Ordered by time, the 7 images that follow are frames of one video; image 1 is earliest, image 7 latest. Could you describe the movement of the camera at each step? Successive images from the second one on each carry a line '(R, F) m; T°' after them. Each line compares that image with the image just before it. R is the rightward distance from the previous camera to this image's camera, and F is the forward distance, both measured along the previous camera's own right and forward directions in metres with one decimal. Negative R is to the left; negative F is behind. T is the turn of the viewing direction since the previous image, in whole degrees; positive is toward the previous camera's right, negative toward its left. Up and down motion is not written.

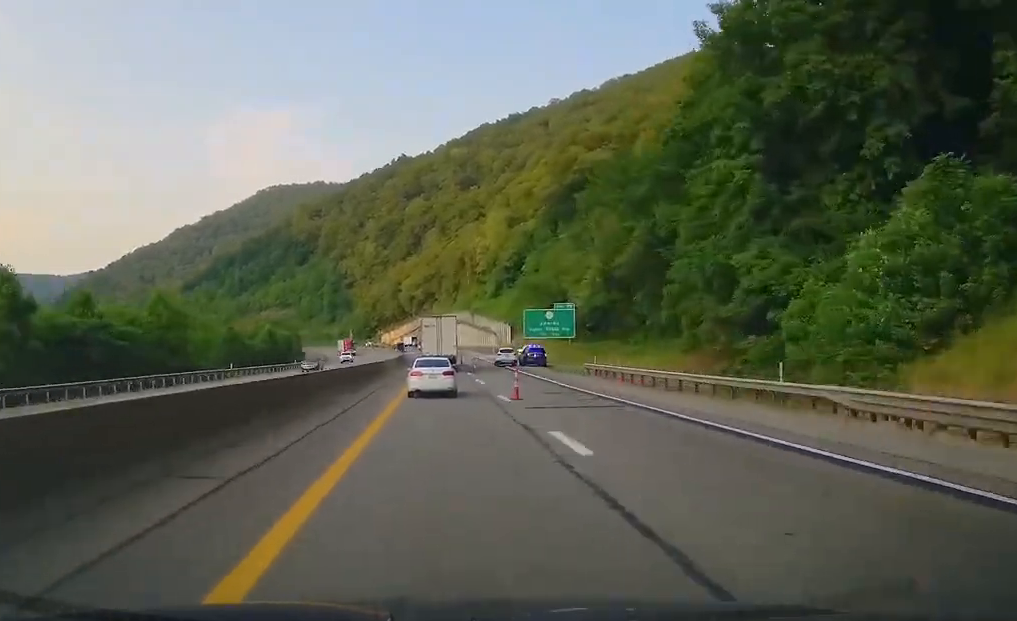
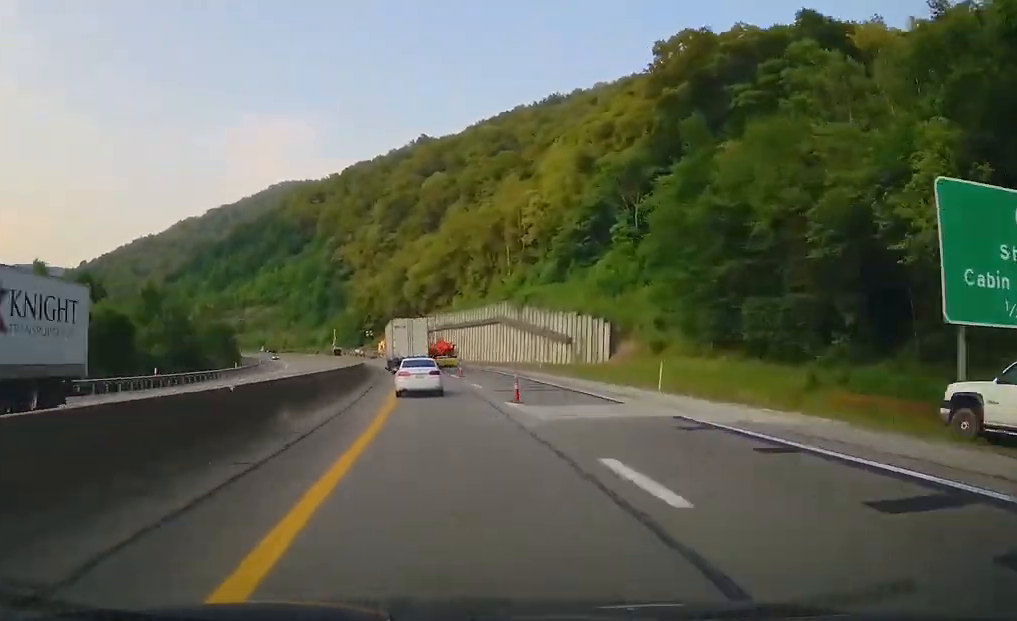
(+0.2, +79.4) m; -4°
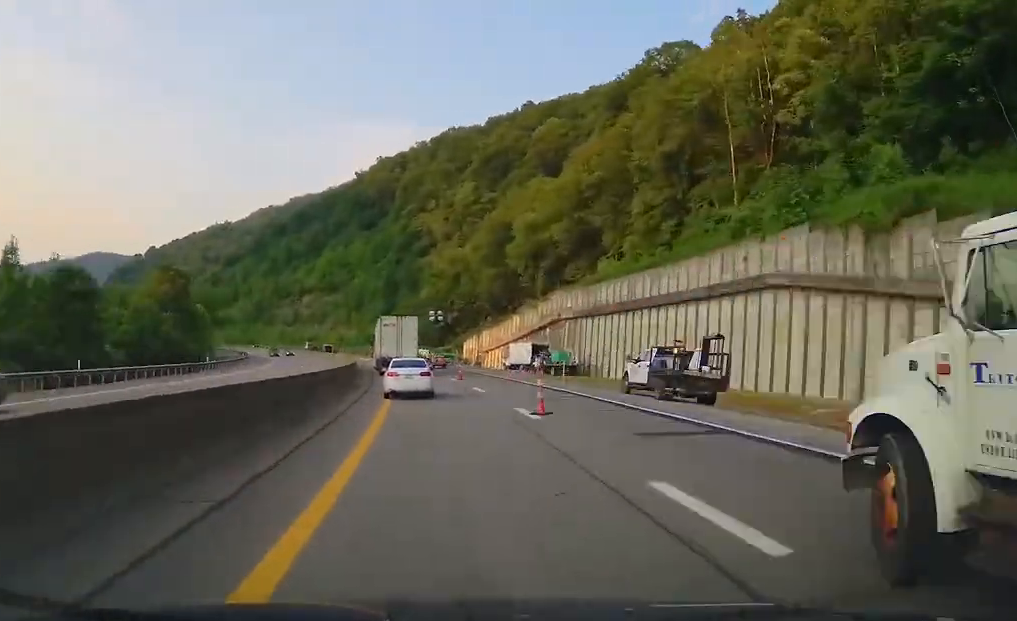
(-5.1, +76.7) m; -8°
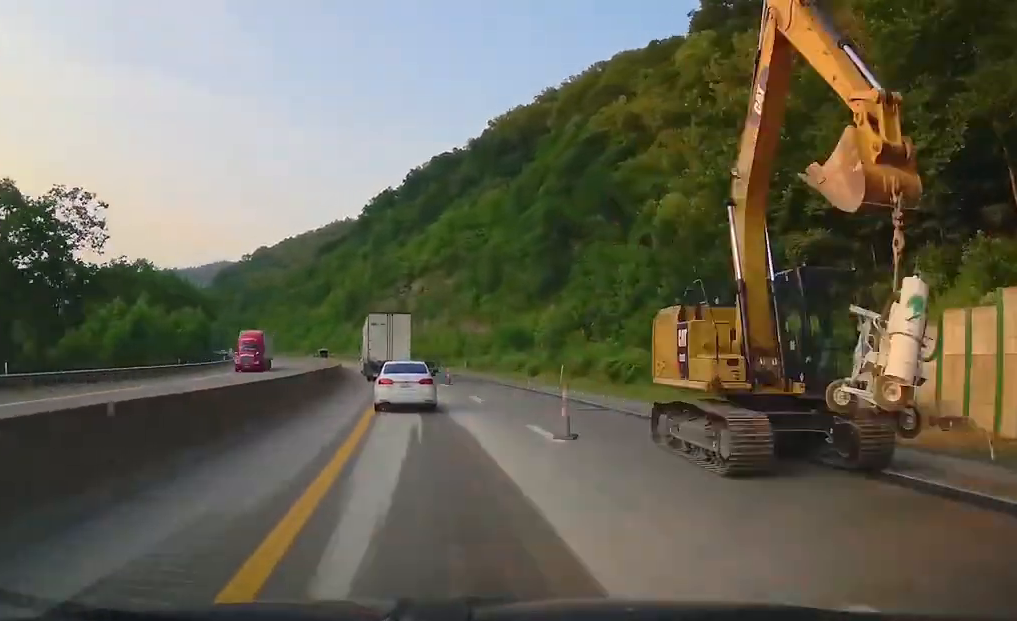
(-10.4, +101.2) m; -15°
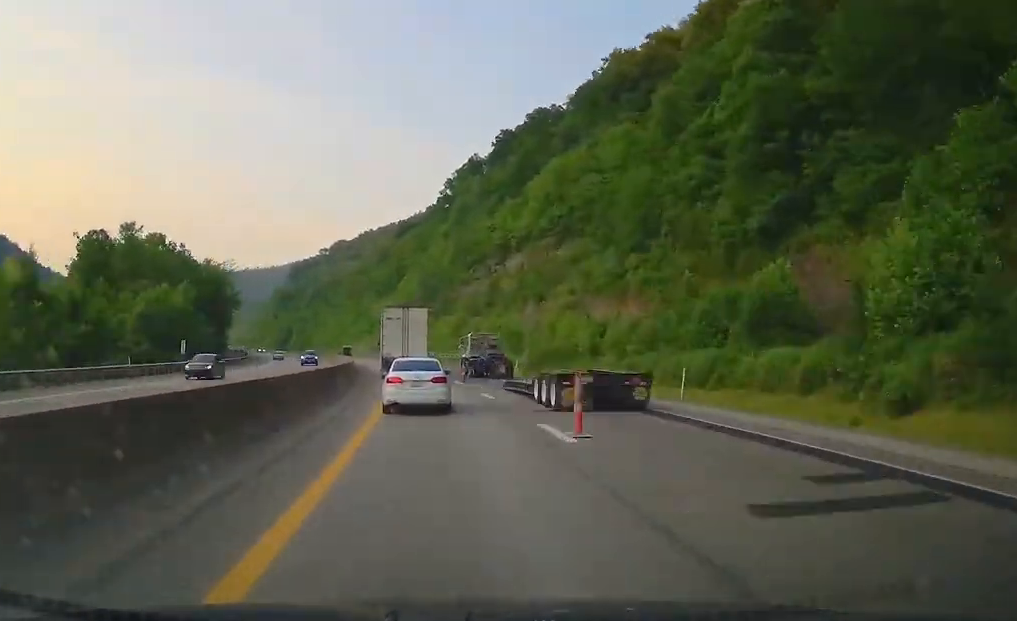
(-3.5, +48.7) m; -6°
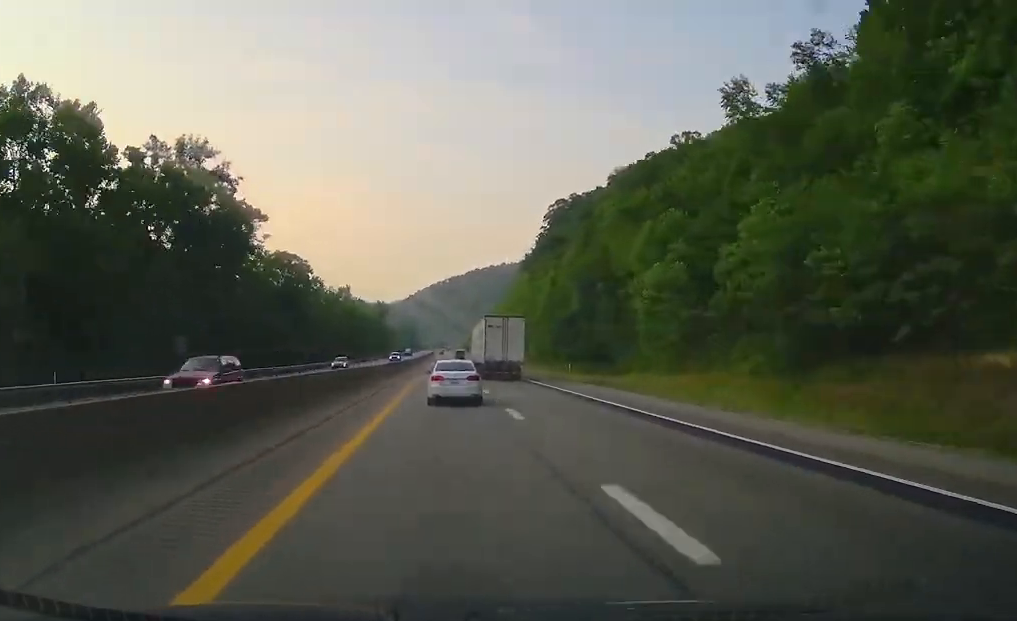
(-44.1, +262.2) m; -13°
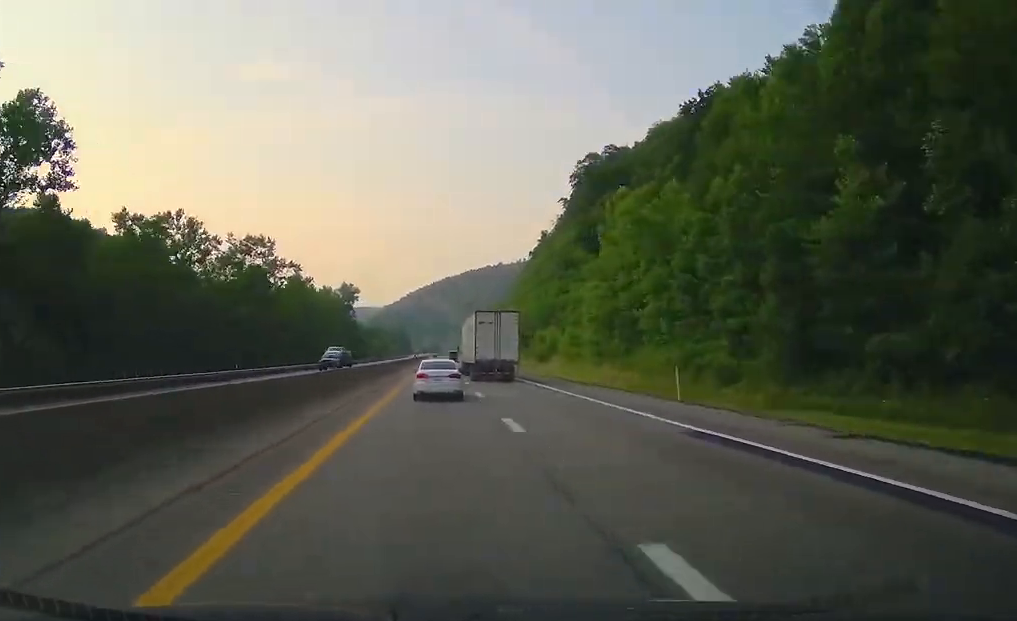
(-1.0, +89.7) m; -1°
